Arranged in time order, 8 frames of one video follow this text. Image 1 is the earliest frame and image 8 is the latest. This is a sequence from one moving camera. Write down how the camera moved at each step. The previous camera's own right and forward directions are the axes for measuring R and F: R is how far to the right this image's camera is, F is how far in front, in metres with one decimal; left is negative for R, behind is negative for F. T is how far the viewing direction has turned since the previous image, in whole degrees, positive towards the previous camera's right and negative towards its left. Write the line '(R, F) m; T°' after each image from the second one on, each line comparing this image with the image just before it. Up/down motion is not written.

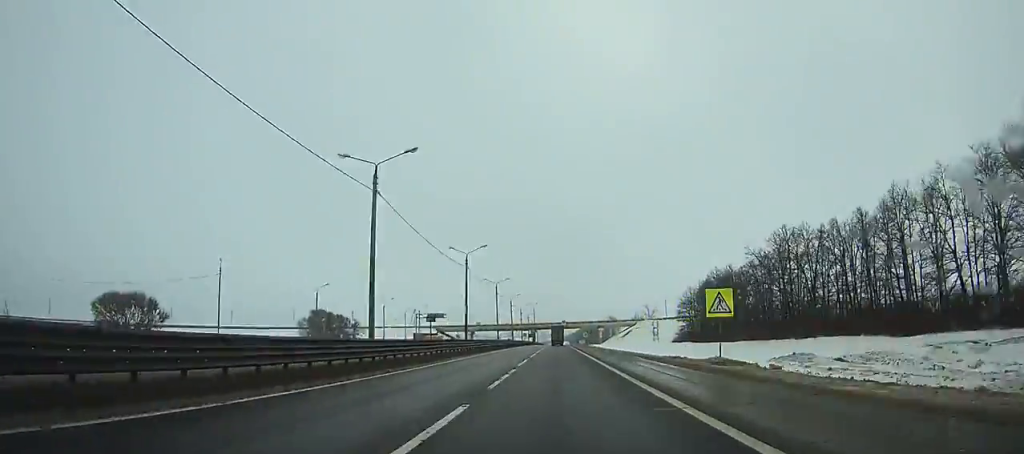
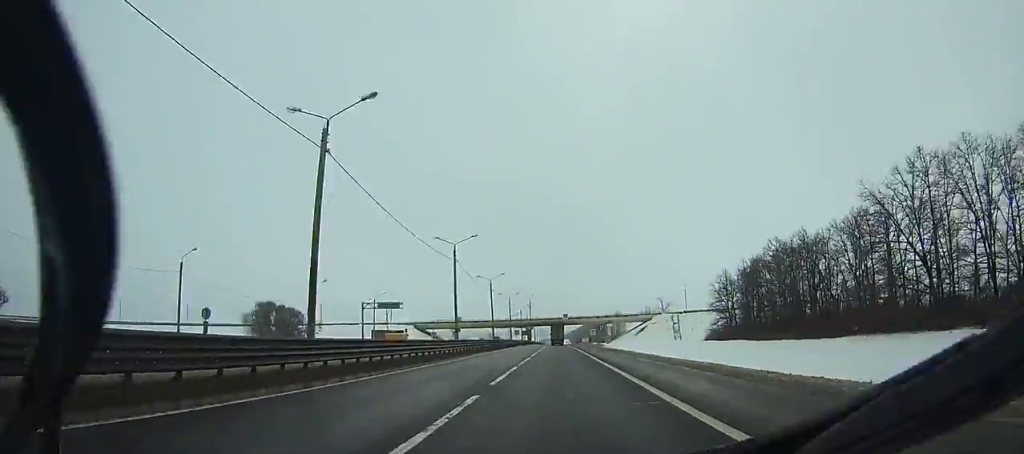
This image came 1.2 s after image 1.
(0.0, +34.1) m; 0°
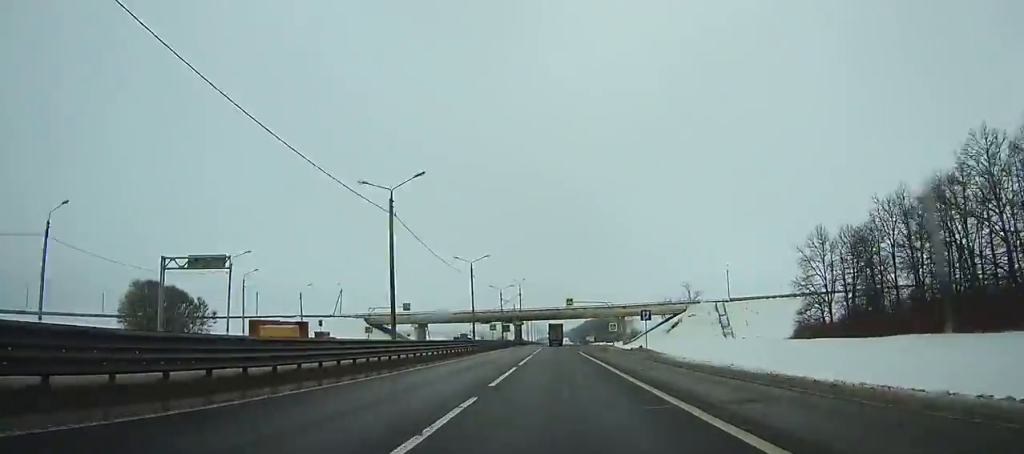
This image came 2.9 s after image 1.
(0.0, +48.9) m; 0°
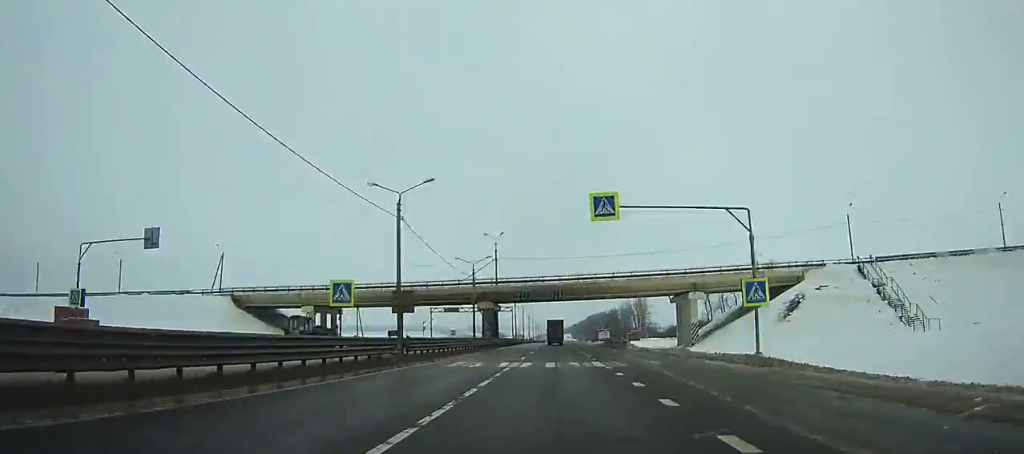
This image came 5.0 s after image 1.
(0.0, +60.6) m; 0°
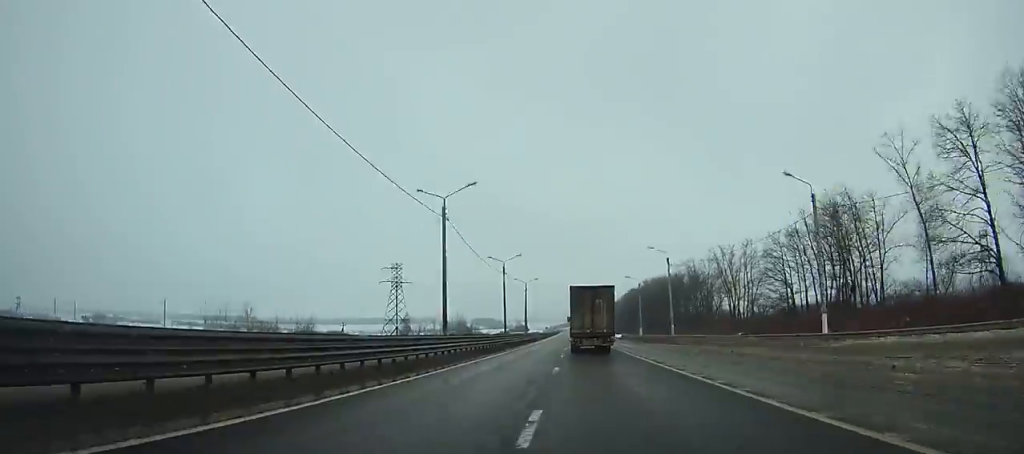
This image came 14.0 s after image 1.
(-0.8, +267.9) m; -1°
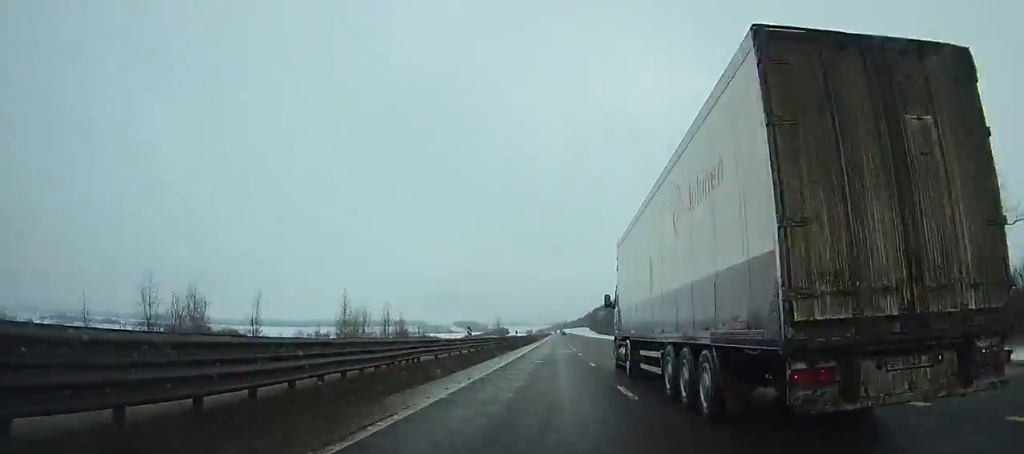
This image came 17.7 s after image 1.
(+0.4, +115.0) m; +1°
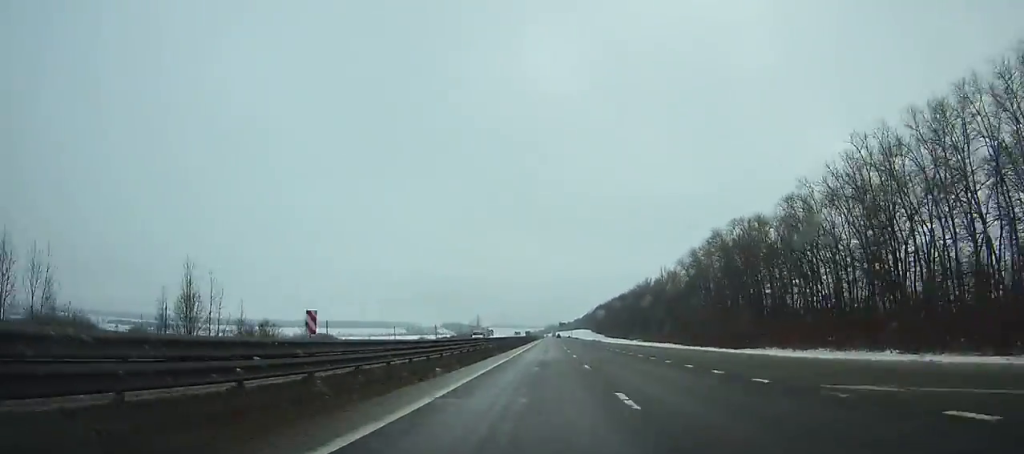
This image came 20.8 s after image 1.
(+0.9, +97.5) m; +1°
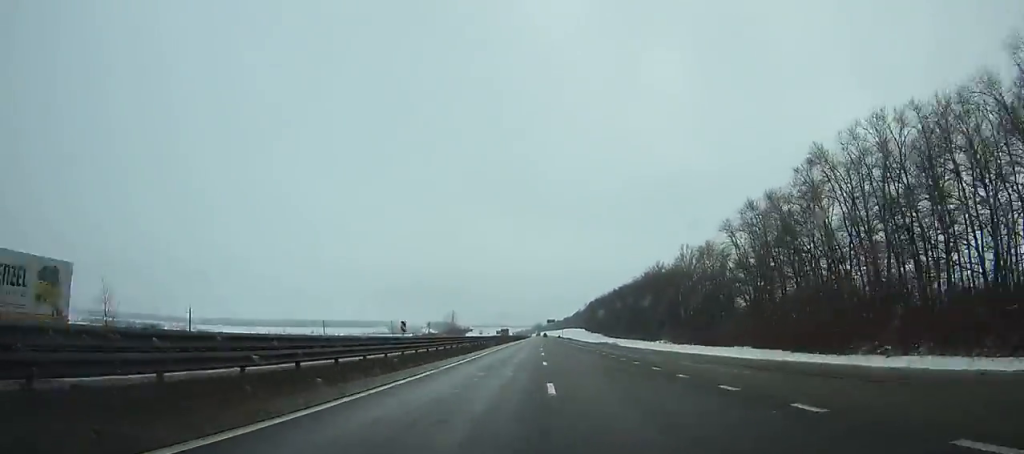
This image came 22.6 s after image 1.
(+0.4, +56.7) m; 0°
